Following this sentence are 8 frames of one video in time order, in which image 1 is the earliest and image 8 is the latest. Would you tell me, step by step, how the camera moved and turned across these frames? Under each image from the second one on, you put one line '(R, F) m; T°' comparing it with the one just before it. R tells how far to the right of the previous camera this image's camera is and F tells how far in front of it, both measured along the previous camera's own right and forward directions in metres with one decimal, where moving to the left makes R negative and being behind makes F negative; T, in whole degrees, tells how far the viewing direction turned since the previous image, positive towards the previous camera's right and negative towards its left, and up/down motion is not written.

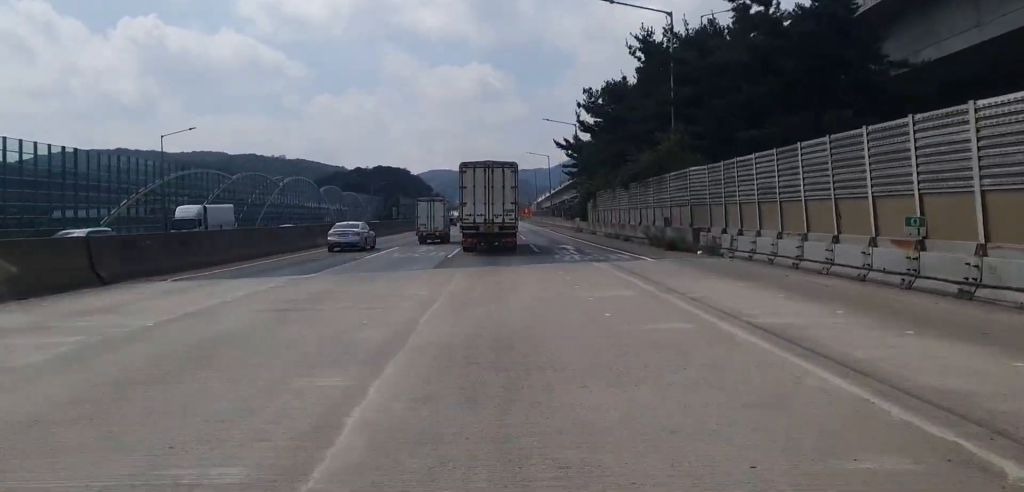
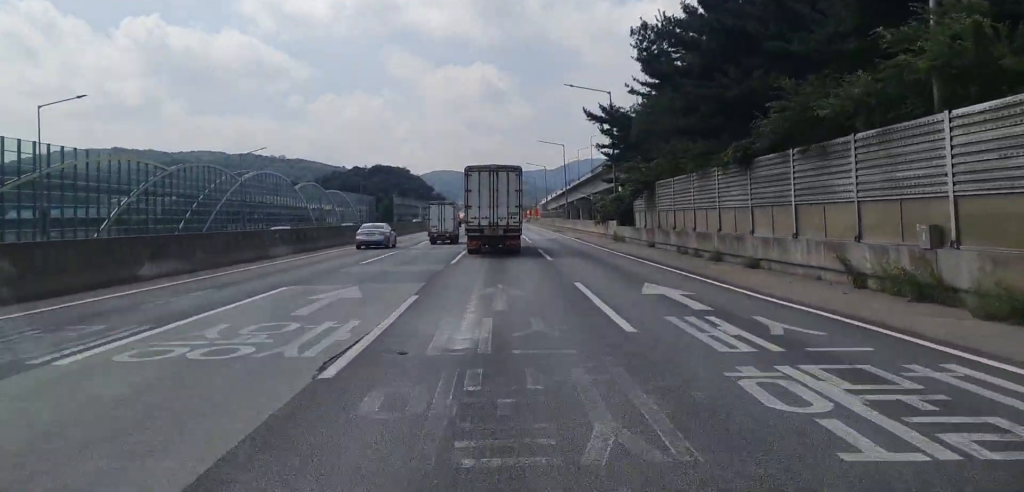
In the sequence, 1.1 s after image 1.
(-0.1, +23.1) m; 0°
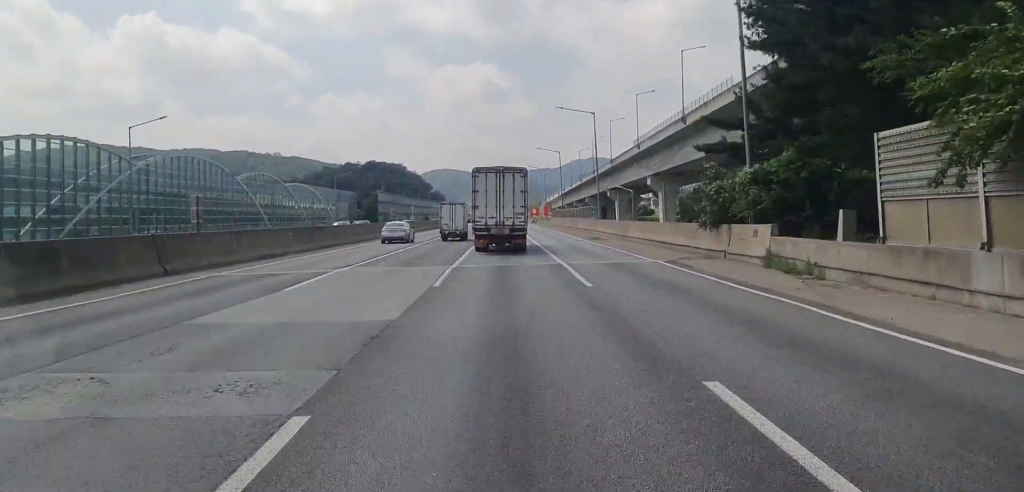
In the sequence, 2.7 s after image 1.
(-0.2, +32.1) m; -1°
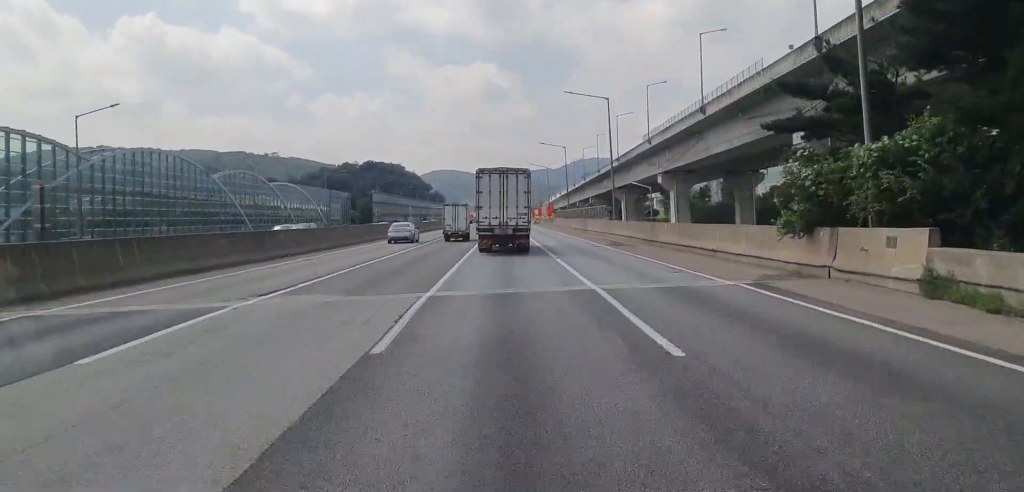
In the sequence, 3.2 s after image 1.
(-0.1, +9.3) m; 0°
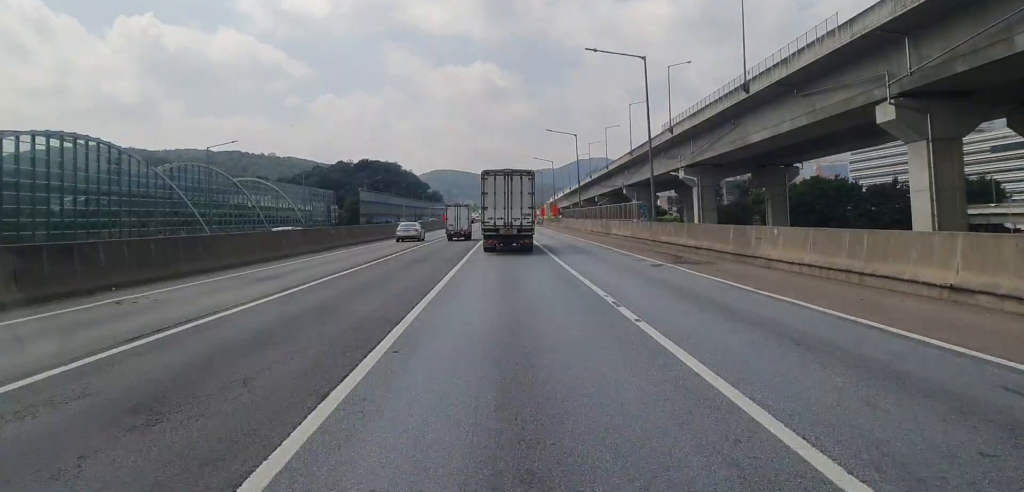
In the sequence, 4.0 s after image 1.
(+0.2, +16.8) m; 0°
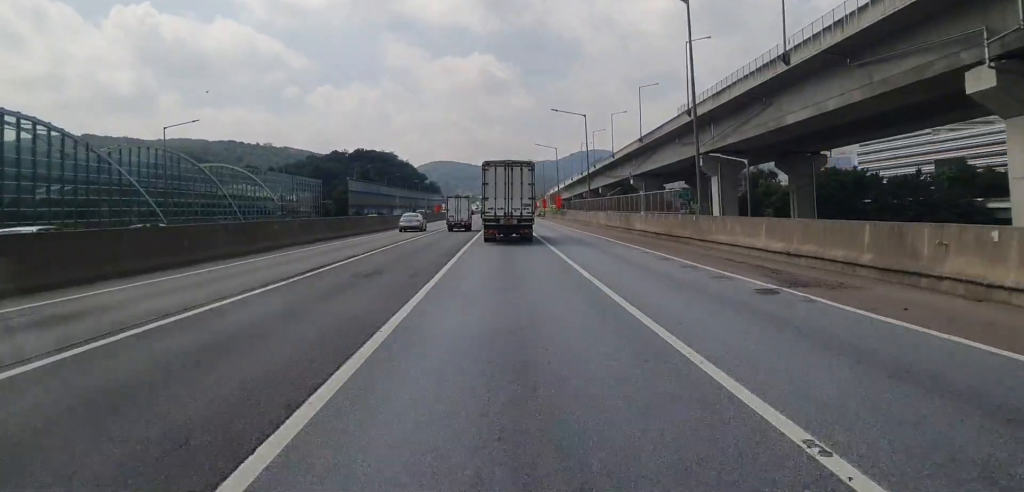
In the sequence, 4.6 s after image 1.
(0.0, +11.4) m; 0°
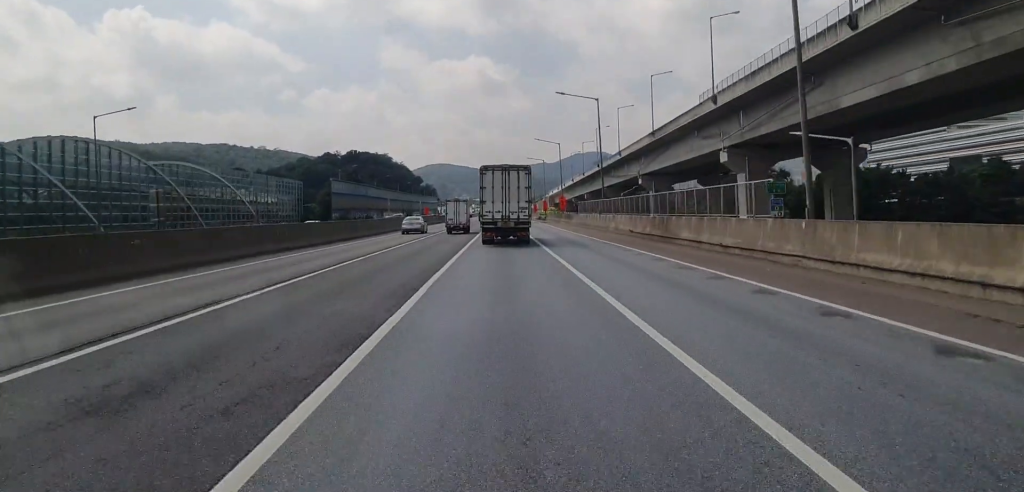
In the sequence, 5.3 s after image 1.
(-0.2, +13.3) m; +1°
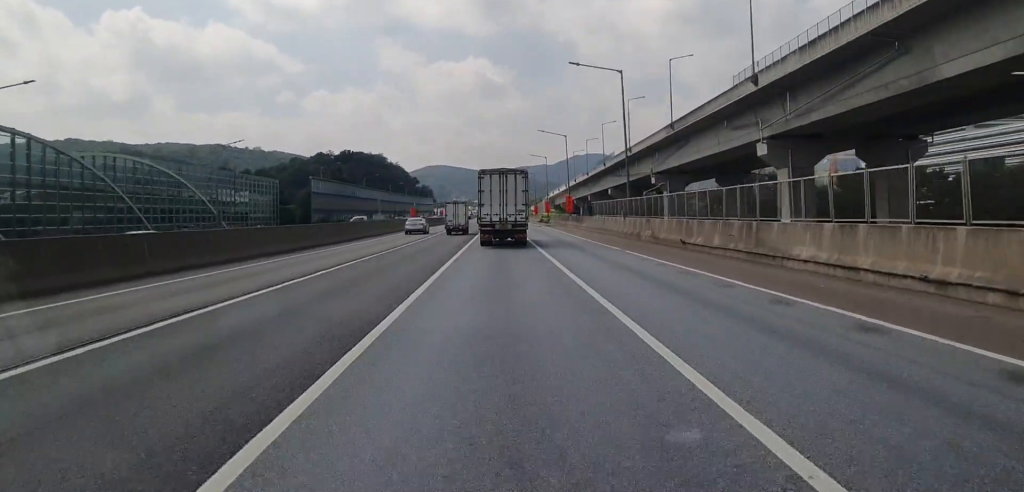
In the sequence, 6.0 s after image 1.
(+0.4, +14.6) m; 0°
